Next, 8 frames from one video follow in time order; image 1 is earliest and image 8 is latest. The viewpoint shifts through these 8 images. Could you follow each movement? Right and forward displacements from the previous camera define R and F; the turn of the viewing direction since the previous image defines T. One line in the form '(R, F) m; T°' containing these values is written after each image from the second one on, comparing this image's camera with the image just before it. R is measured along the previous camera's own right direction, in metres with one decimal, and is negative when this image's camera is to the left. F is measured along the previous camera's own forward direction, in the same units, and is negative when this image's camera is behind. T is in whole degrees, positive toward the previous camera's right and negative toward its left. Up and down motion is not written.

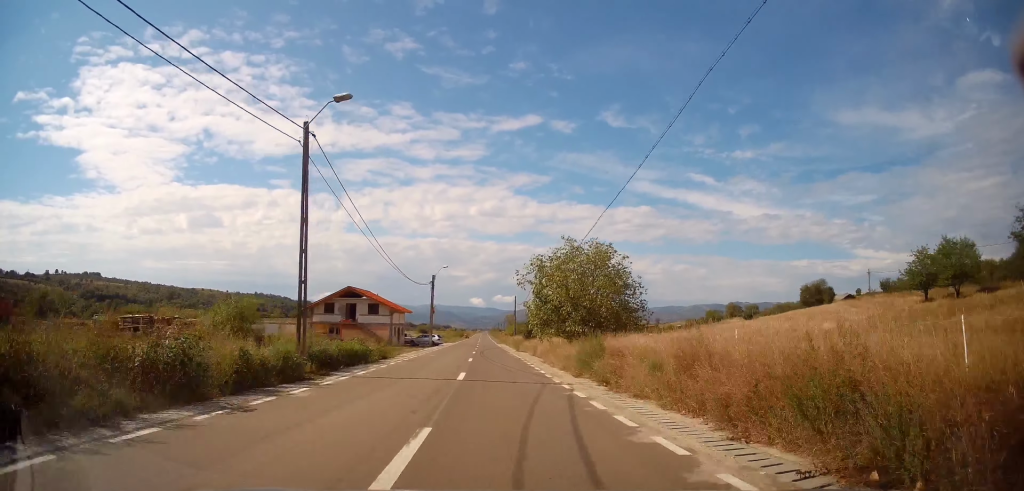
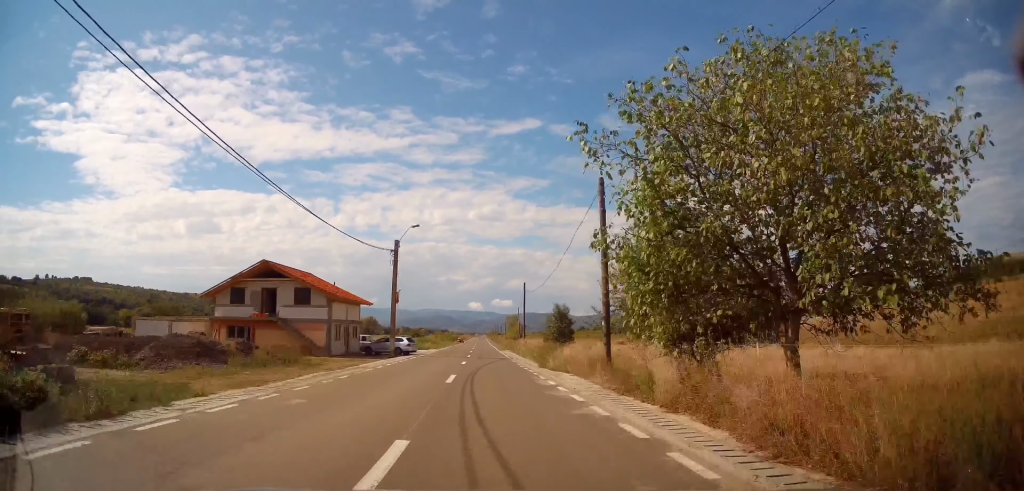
(-0.1, +23.7) m; -1°
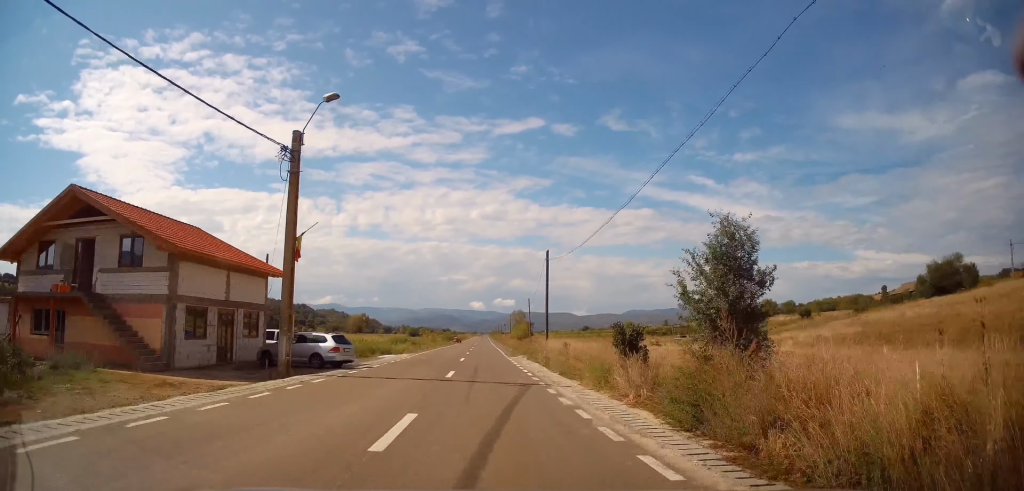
(-0.3, +20.7) m; +1°
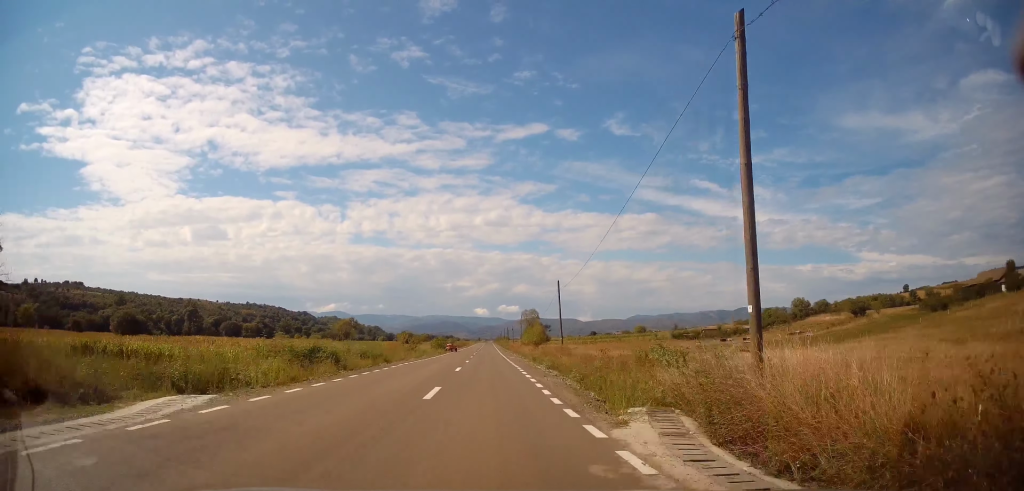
(+0.5, +28.8) m; 0°
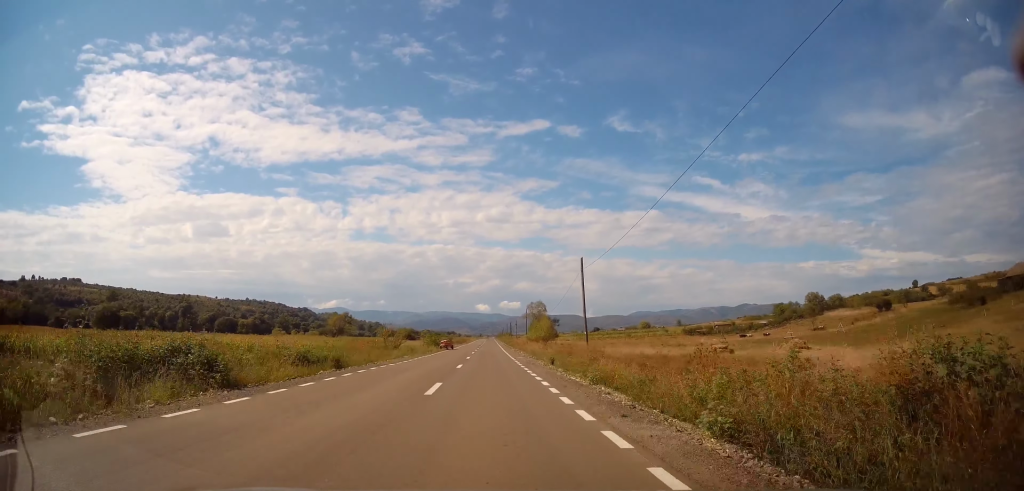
(-0.3, +11.4) m; -1°
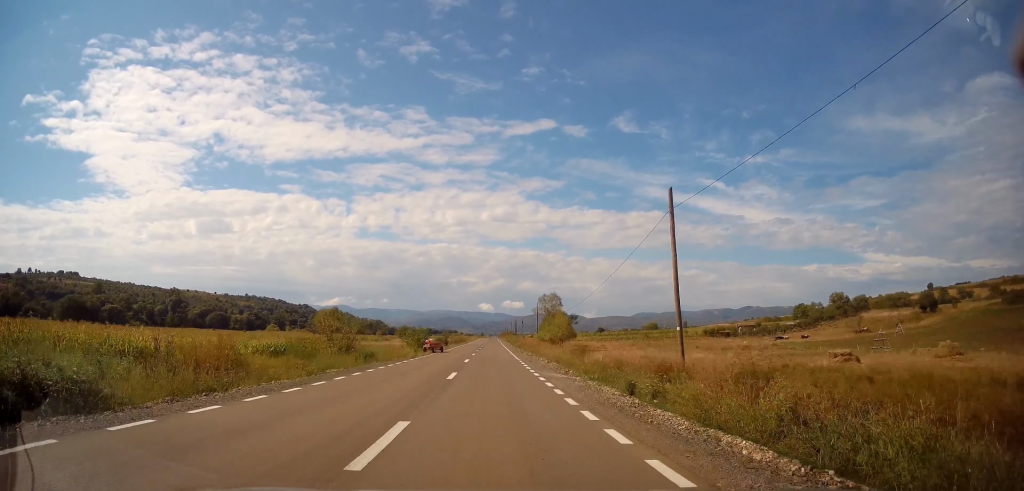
(0.0, +18.0) m; 0°
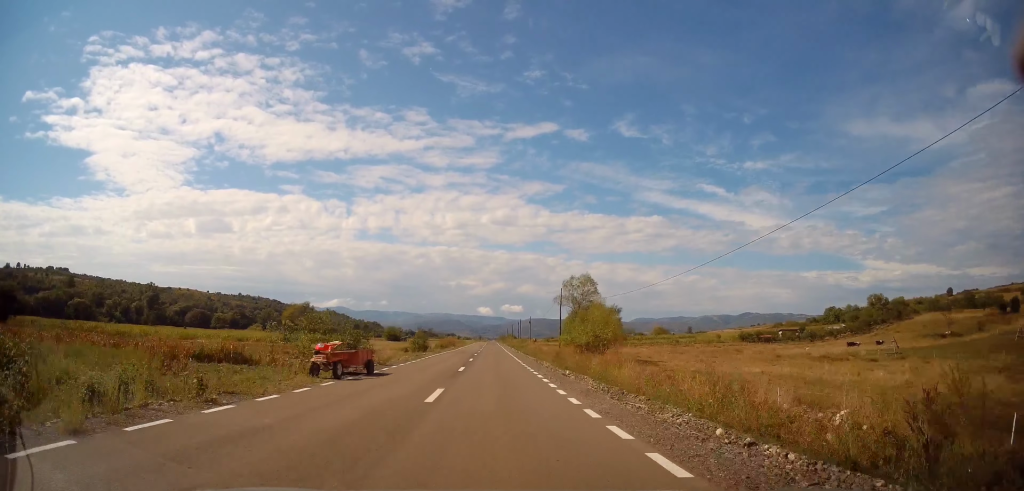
(+0.1, +29.1) m; +1°
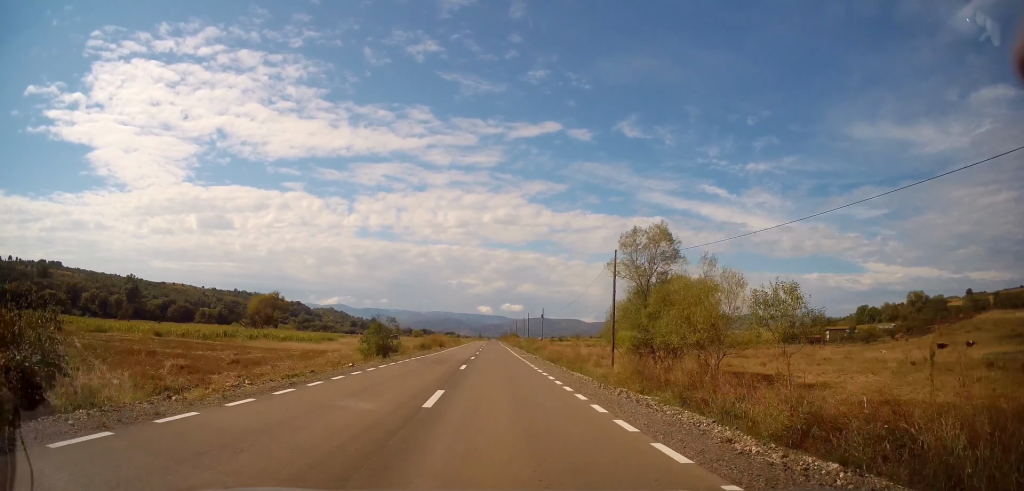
(+0.2, +24.2) m; 0°
